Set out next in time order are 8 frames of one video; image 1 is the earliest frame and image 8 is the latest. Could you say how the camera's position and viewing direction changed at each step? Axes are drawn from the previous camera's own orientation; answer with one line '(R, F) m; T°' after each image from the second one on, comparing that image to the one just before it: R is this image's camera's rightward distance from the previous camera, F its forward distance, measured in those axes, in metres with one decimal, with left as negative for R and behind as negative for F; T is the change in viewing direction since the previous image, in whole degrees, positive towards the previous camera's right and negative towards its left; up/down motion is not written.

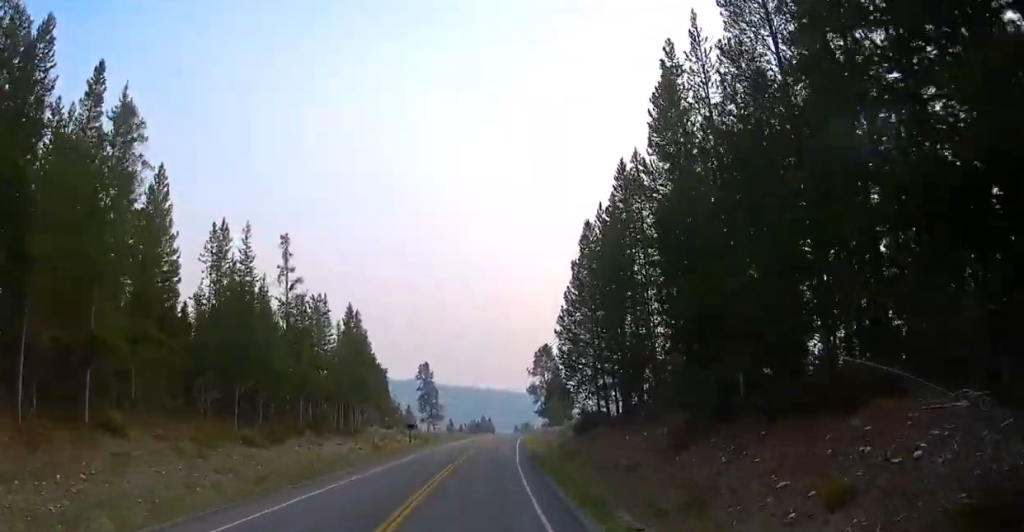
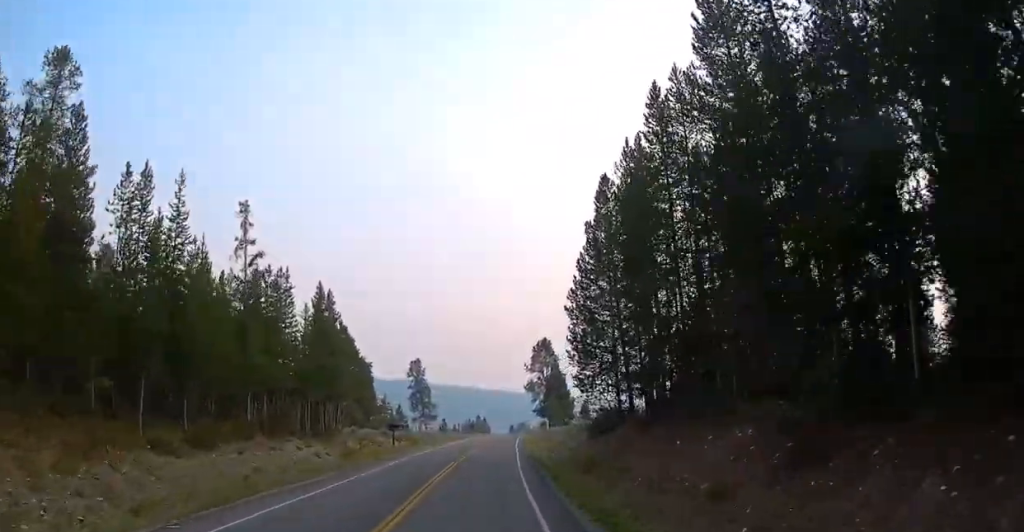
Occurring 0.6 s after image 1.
(+0.2, +8.5) m; +1°
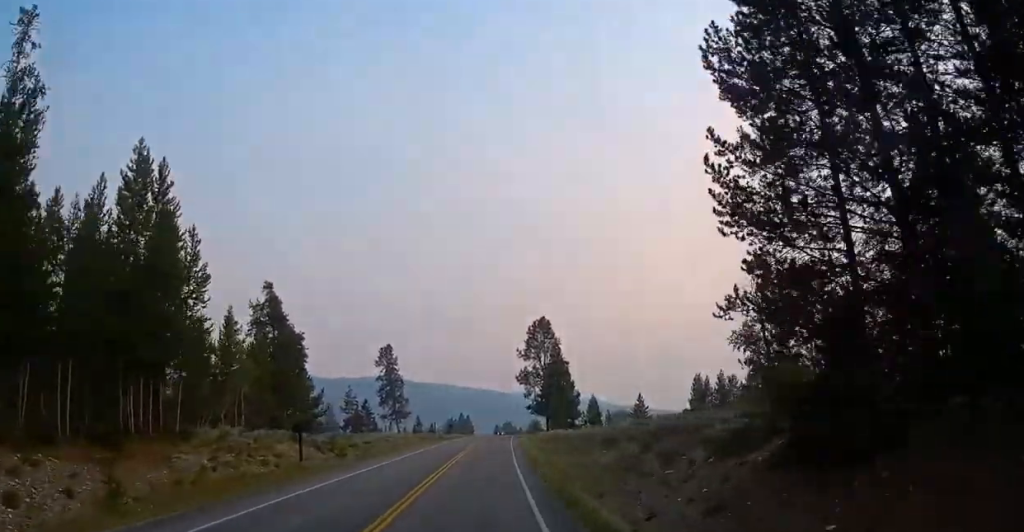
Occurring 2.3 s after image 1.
(+0.9, +26.2) m; +3°
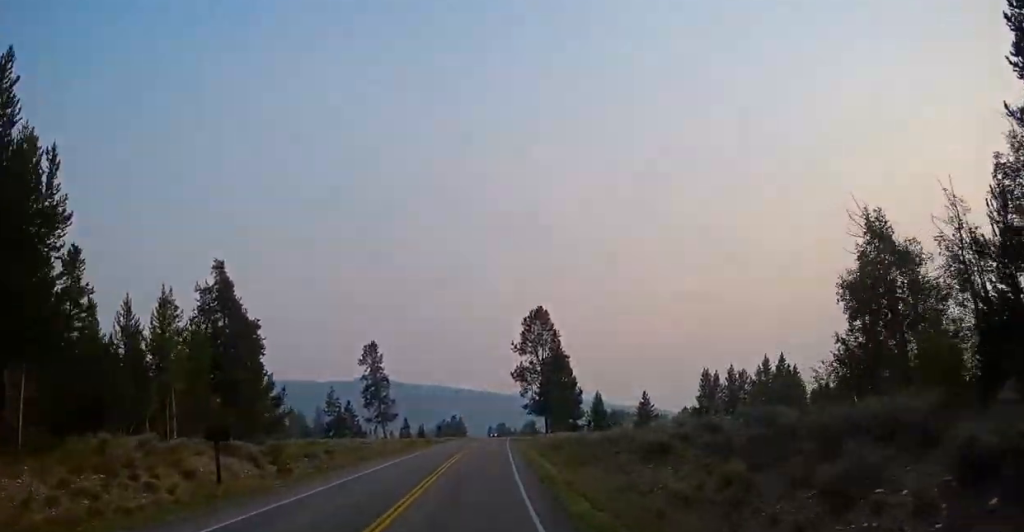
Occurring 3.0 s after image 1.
(+0.1, +10.1) m; 0°
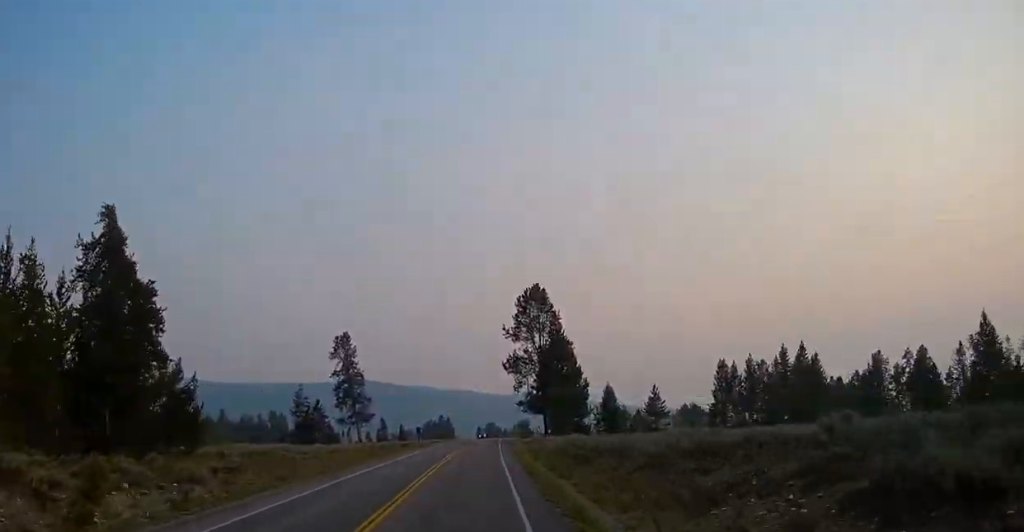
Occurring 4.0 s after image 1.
(+0.1, +14.9) m; 0°
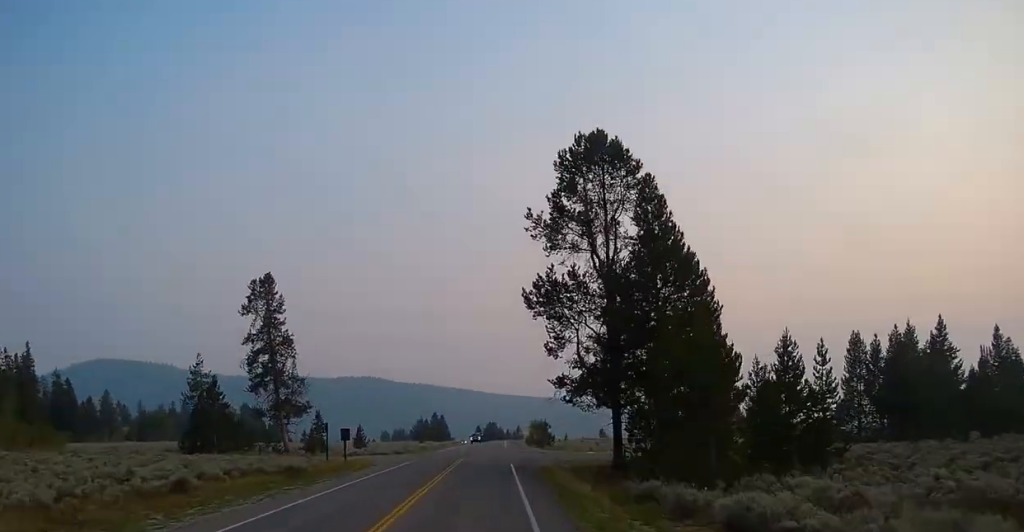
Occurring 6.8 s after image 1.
(-0.3, +44.0) m; 0°
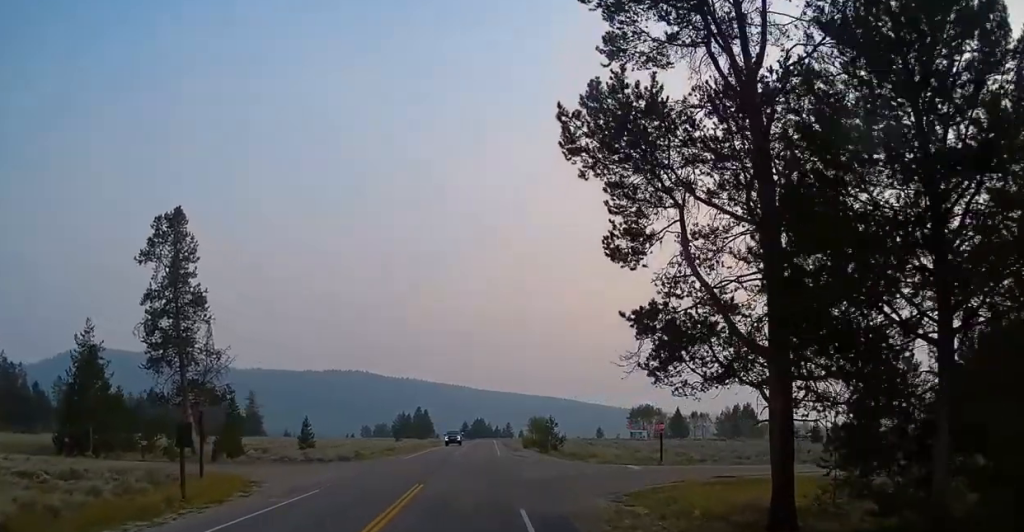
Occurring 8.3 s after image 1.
(+0.1, +22.1) m; 0°
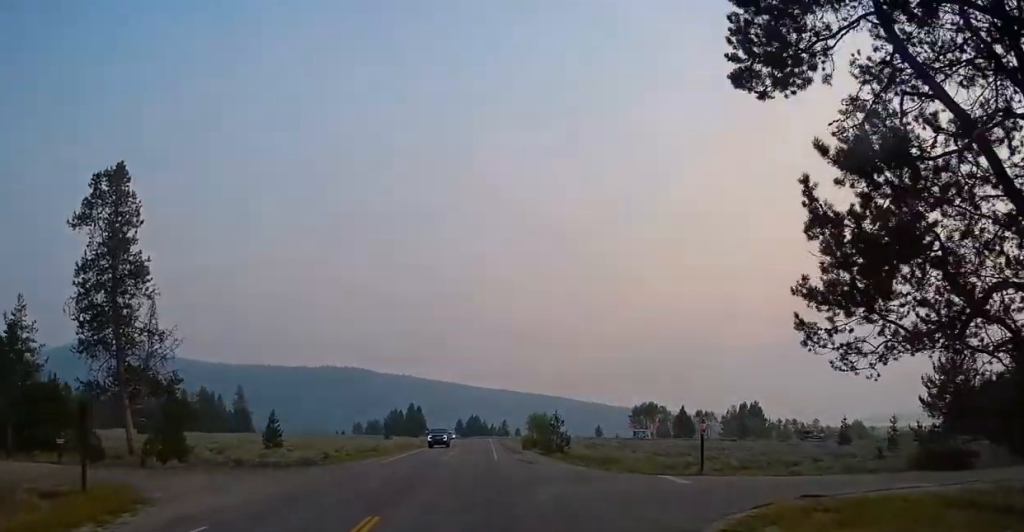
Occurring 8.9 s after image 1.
(0.0, +9.4) m; 0°
